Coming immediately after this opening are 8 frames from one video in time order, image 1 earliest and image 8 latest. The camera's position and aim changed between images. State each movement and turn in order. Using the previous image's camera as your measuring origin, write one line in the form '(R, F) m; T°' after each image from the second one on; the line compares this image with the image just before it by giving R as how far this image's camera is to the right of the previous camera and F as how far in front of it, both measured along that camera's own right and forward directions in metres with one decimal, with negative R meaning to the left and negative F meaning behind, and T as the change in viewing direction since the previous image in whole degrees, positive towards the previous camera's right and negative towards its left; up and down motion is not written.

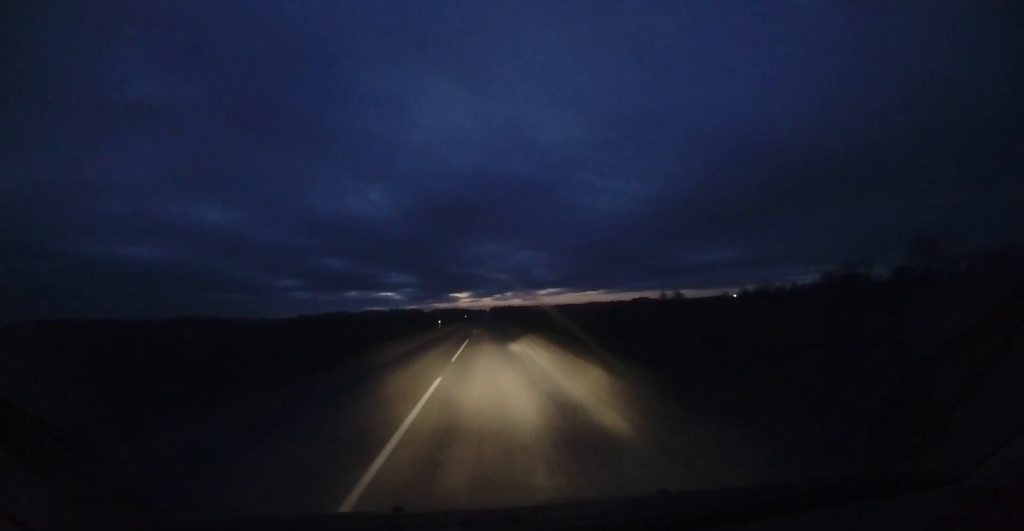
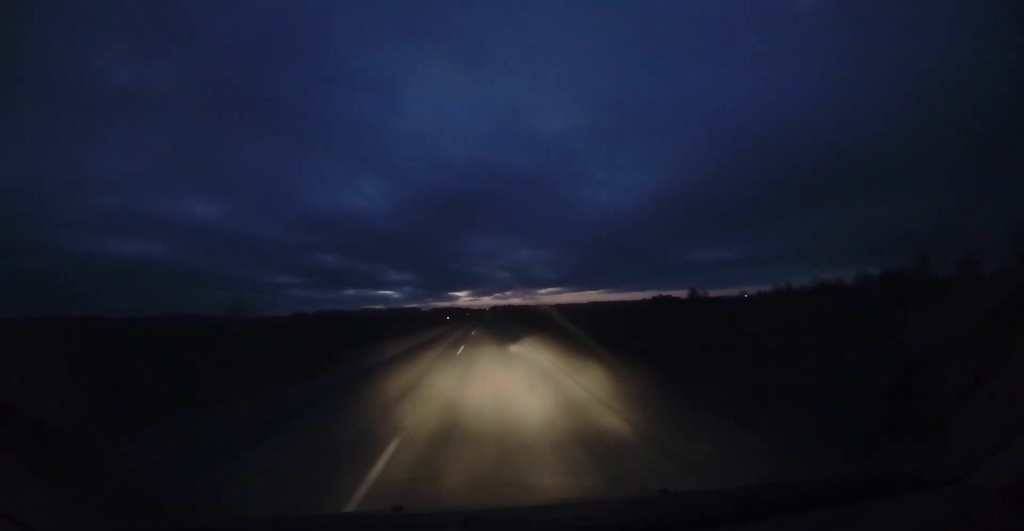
(+0.5, +40.2) m; +3°
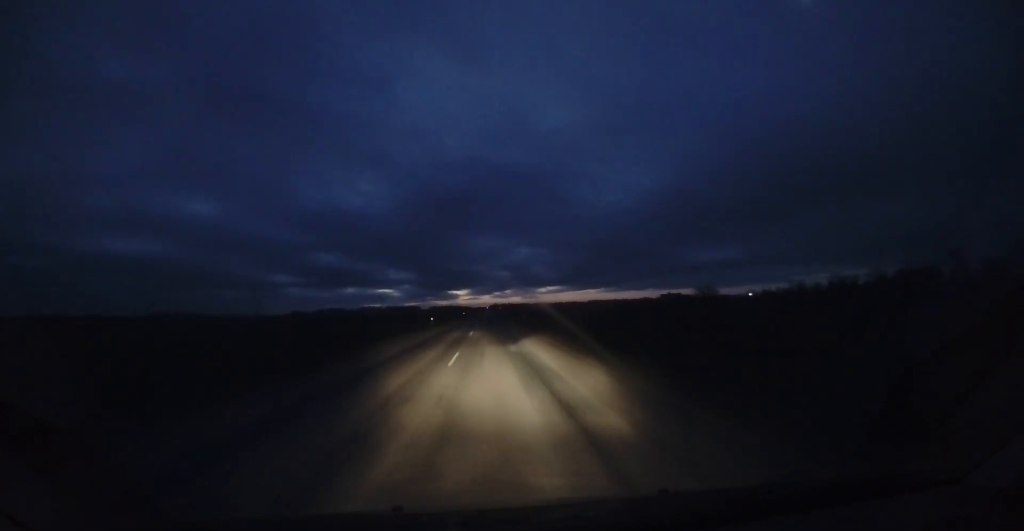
(+0.1, +14.4) m; 0°
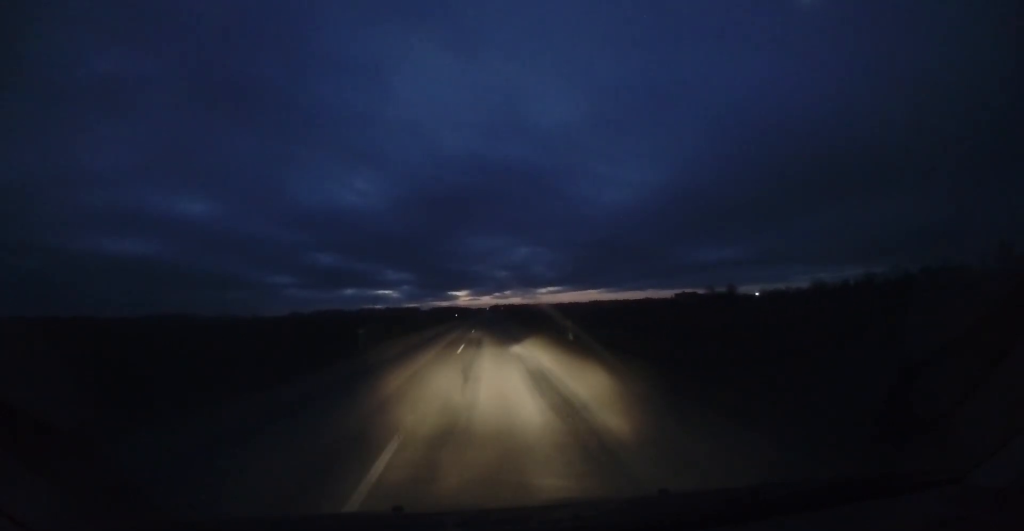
(0.0, +21.3) m; 0°
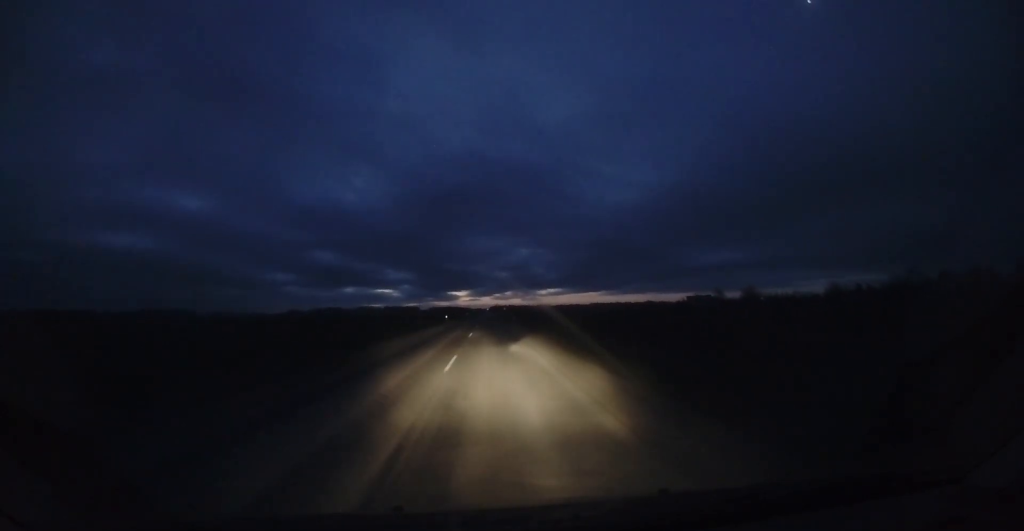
(0.0, +15.2) m; 0°
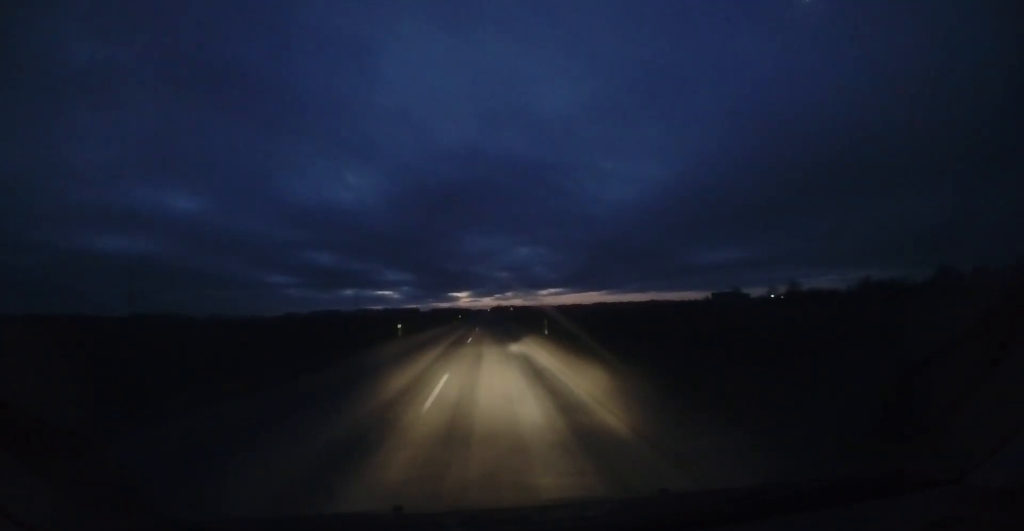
(-0.2, +27.5) m; -1°
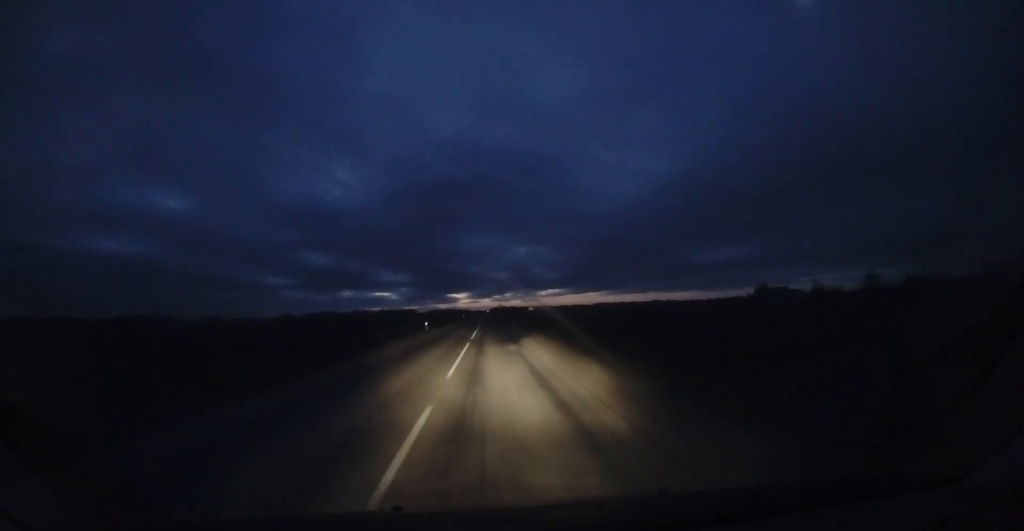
(-0.8, +38.3) m; -1°
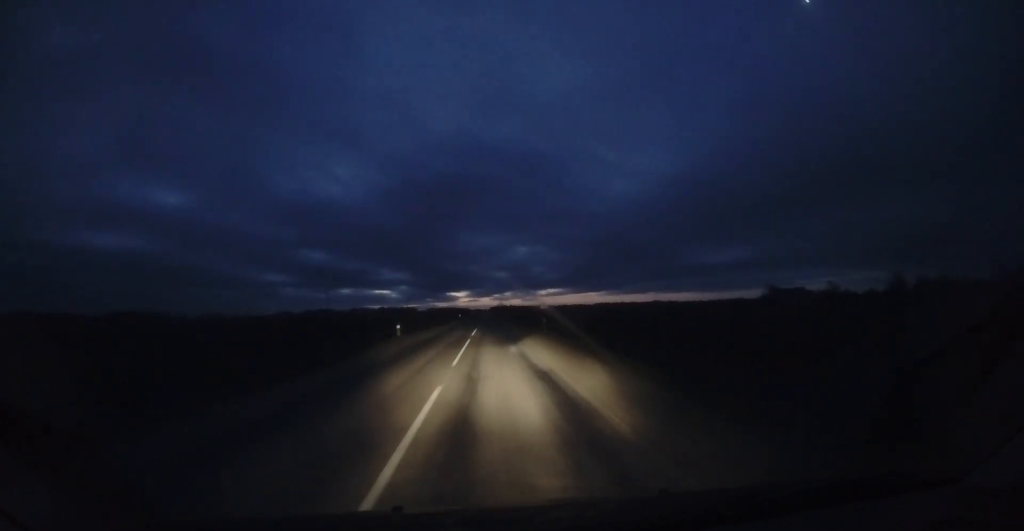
(-0.2, +10.6) m; +1°
